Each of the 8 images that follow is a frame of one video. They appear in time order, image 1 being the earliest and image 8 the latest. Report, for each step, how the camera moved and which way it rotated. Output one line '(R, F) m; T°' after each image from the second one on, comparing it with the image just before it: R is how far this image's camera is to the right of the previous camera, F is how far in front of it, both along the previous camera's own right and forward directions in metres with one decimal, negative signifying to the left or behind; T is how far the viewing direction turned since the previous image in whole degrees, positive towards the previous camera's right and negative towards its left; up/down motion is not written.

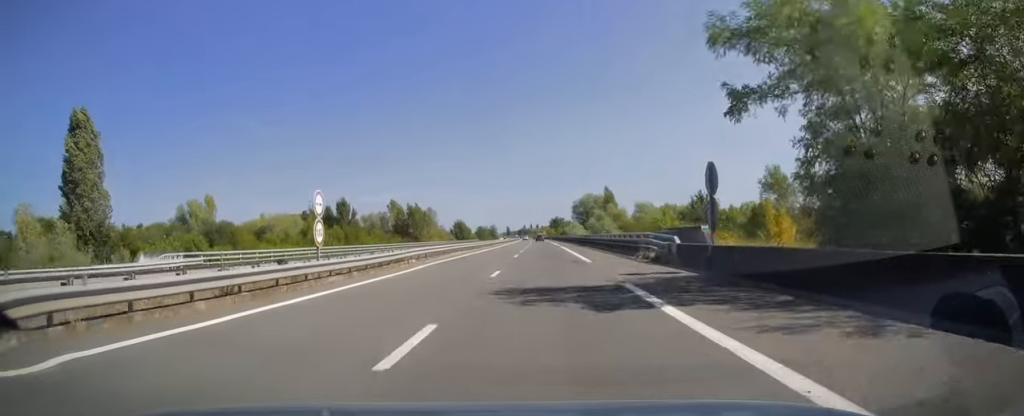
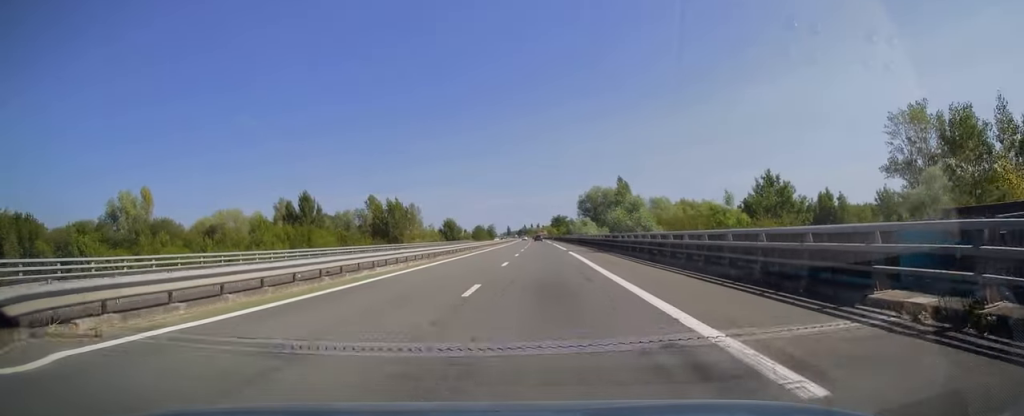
(0.0, +22.5) m; 0°
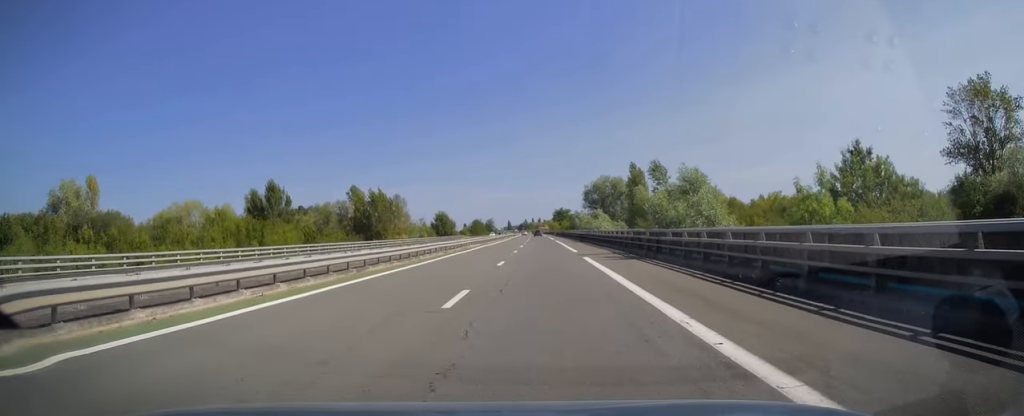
(0.0, +15.2) m; 0°
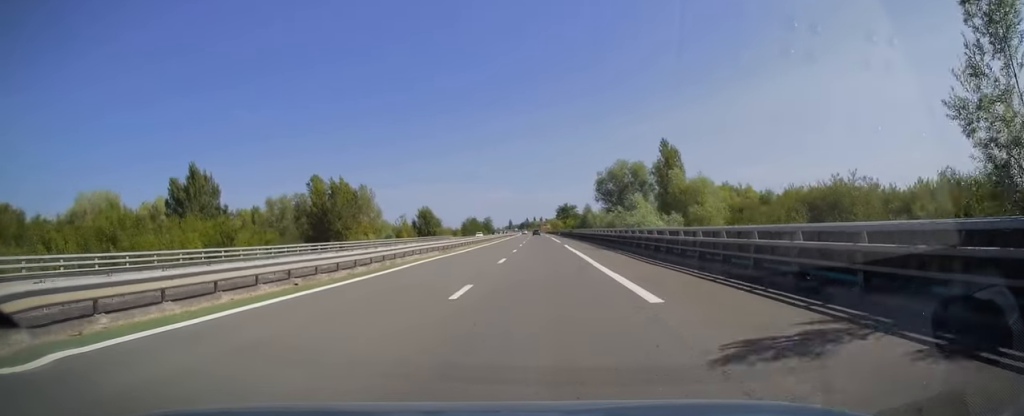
(-0.1, +25.0) m; 0°
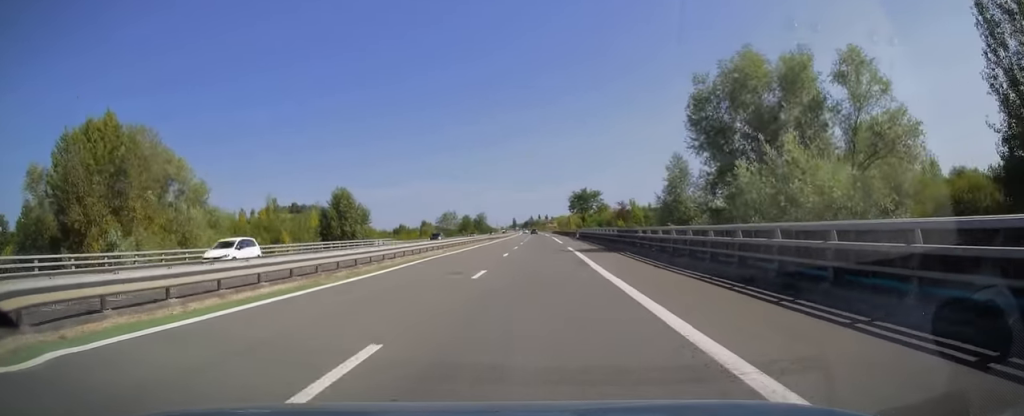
(-0.1, +59.7) m; 0°
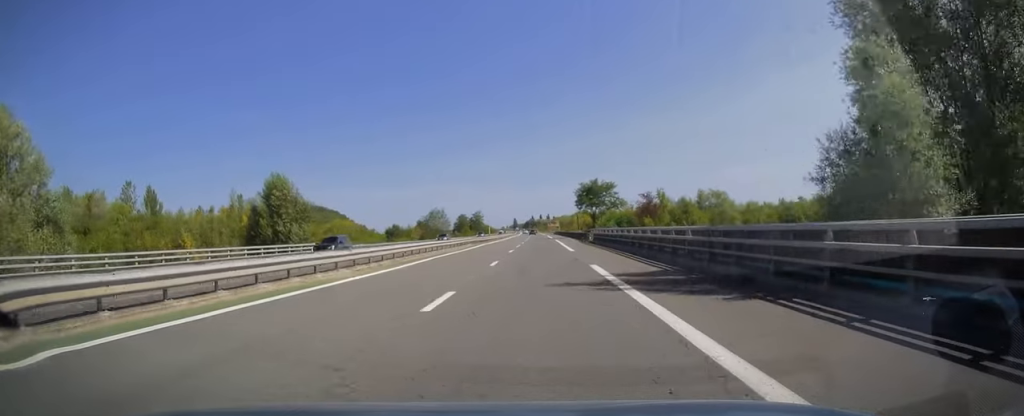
(0.0, +20.1) m; 0°
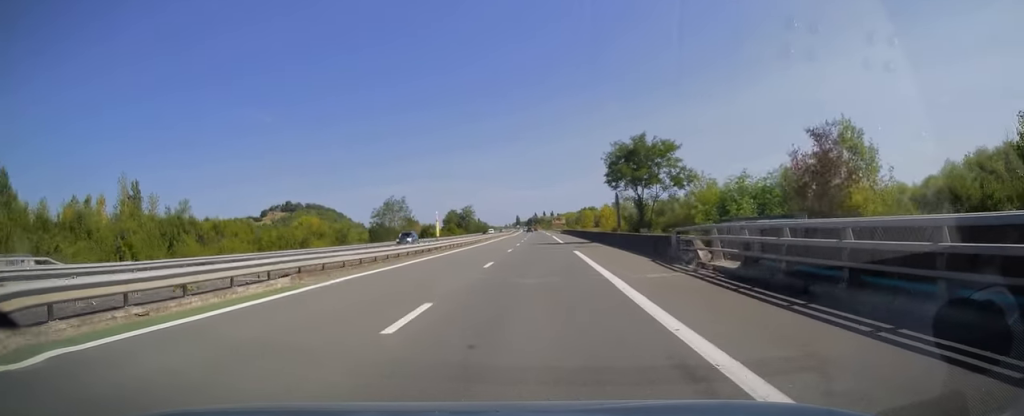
(-0.2, +41.3) m; 0°
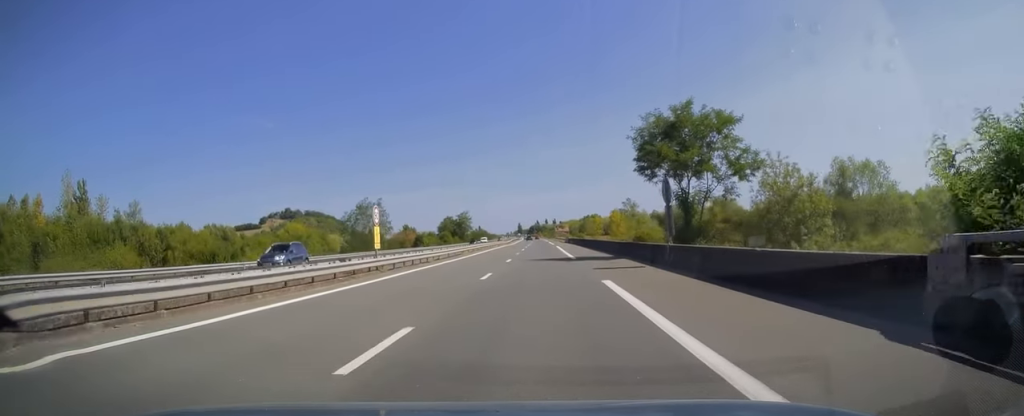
(0.0, +15.2) m; 0°
